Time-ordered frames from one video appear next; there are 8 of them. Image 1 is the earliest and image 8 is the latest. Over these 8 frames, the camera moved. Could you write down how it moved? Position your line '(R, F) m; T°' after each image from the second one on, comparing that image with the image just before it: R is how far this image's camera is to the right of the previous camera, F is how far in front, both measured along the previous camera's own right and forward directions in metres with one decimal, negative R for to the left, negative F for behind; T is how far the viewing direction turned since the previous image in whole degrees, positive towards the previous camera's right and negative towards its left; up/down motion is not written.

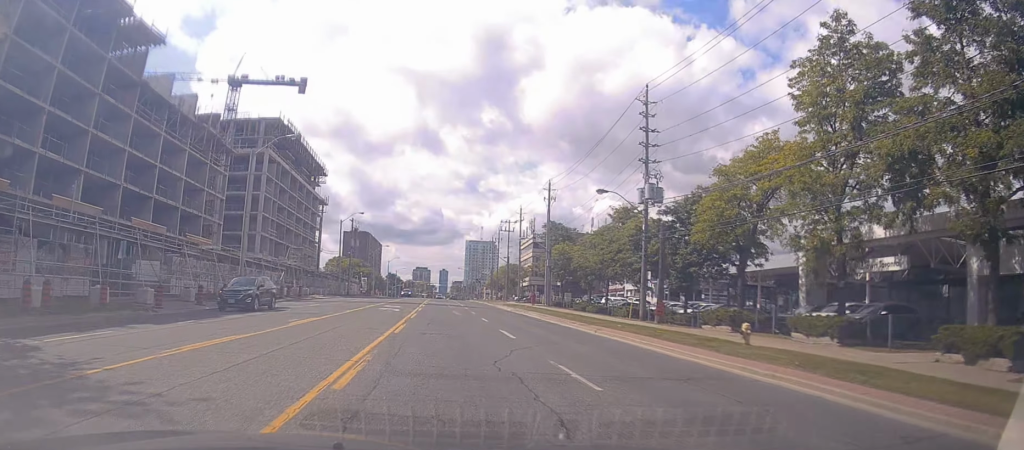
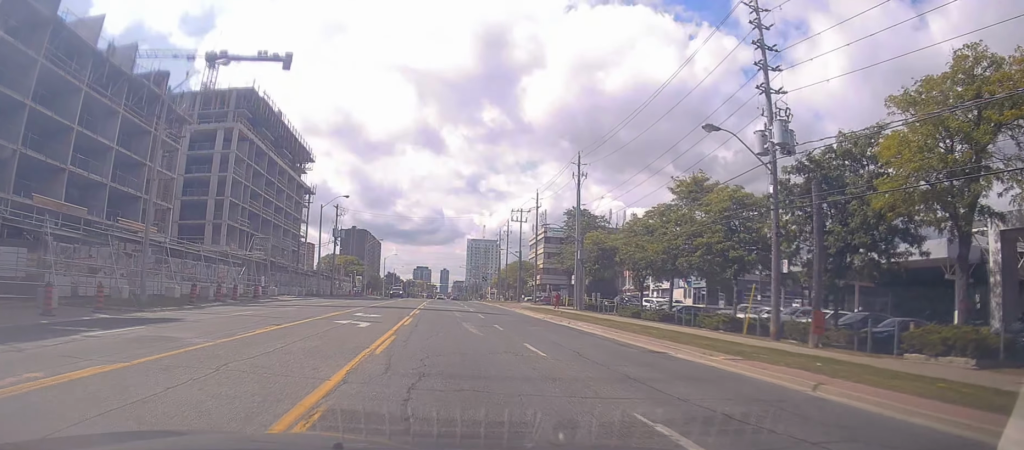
(-0.8, +14.4) m; +1°
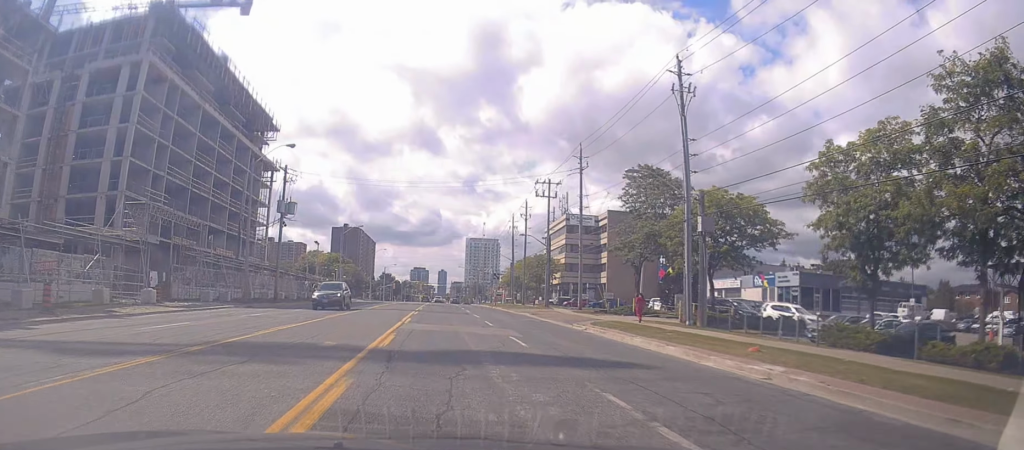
(+1.7, +25.0) m; +3°
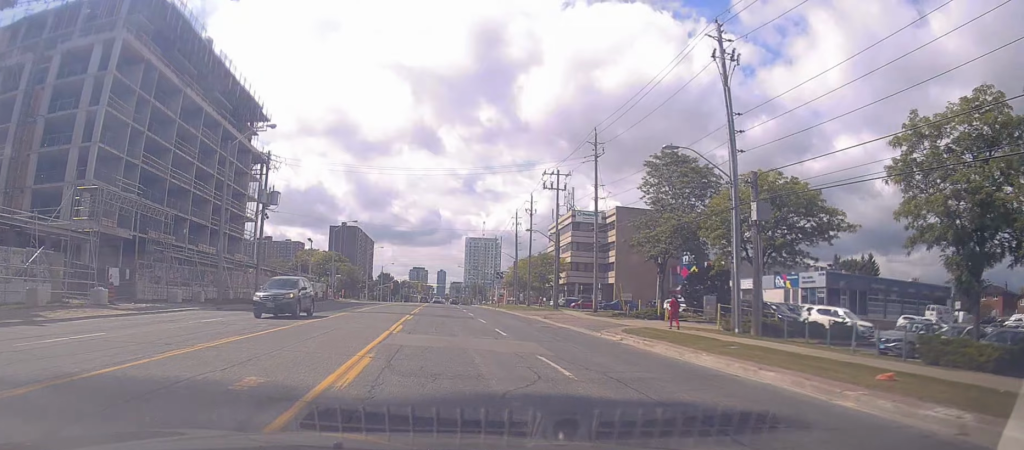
(+0.2, +5.3) m; -1°
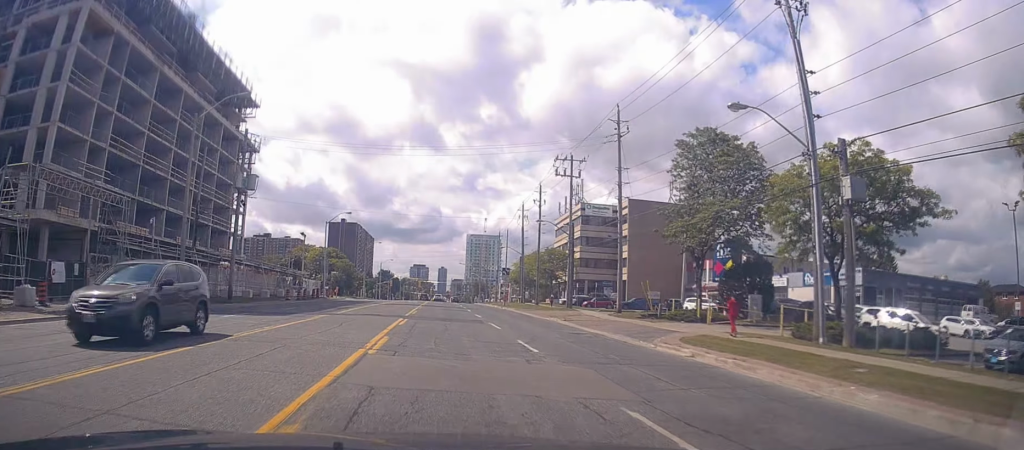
(0.0, +6.0) m; -1°
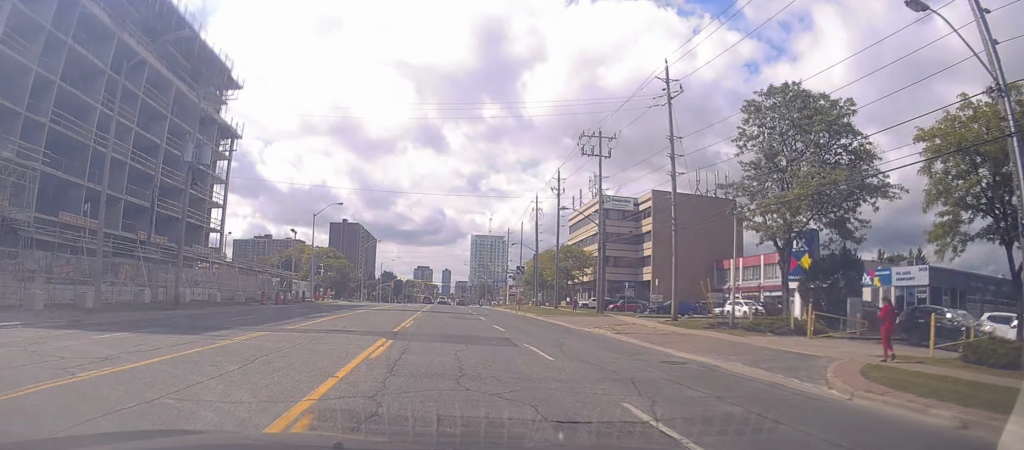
(-0.6, +9.1) m; -1°
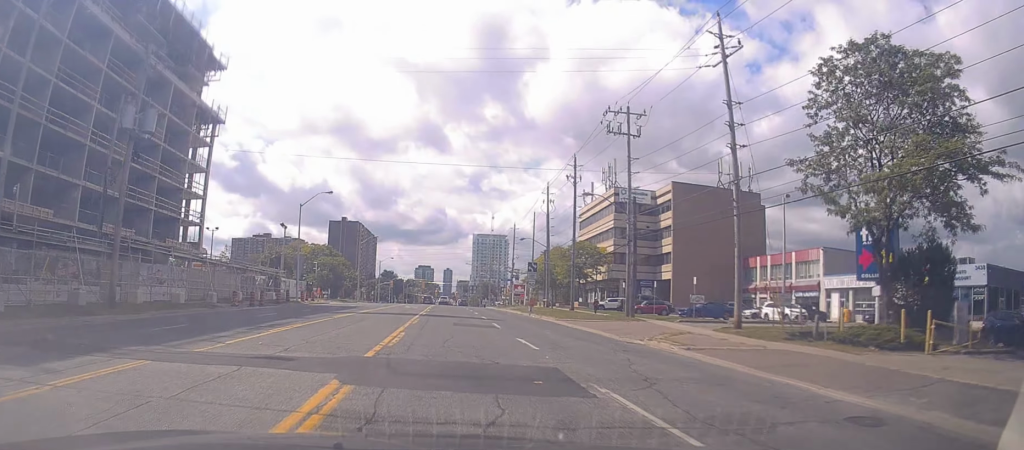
(+0.4, +6.9) m; +2°
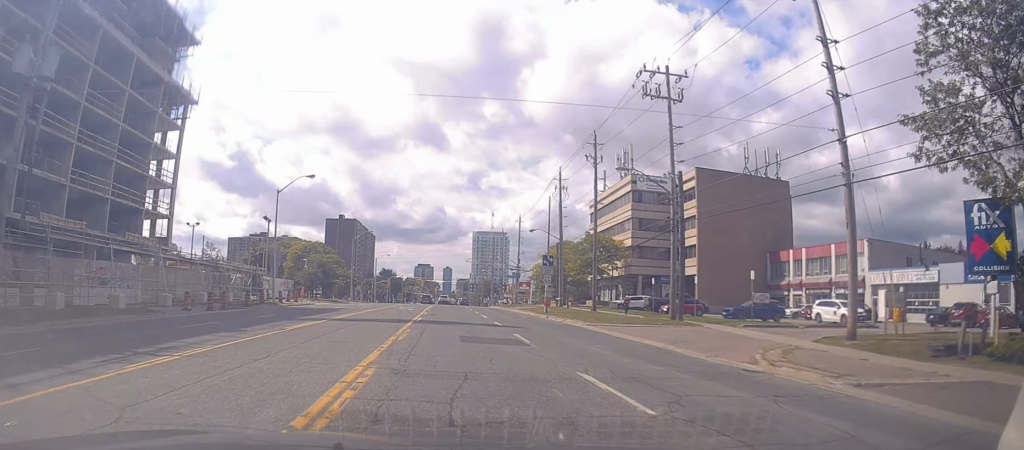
(+0.2, +8.0) m; +1°
